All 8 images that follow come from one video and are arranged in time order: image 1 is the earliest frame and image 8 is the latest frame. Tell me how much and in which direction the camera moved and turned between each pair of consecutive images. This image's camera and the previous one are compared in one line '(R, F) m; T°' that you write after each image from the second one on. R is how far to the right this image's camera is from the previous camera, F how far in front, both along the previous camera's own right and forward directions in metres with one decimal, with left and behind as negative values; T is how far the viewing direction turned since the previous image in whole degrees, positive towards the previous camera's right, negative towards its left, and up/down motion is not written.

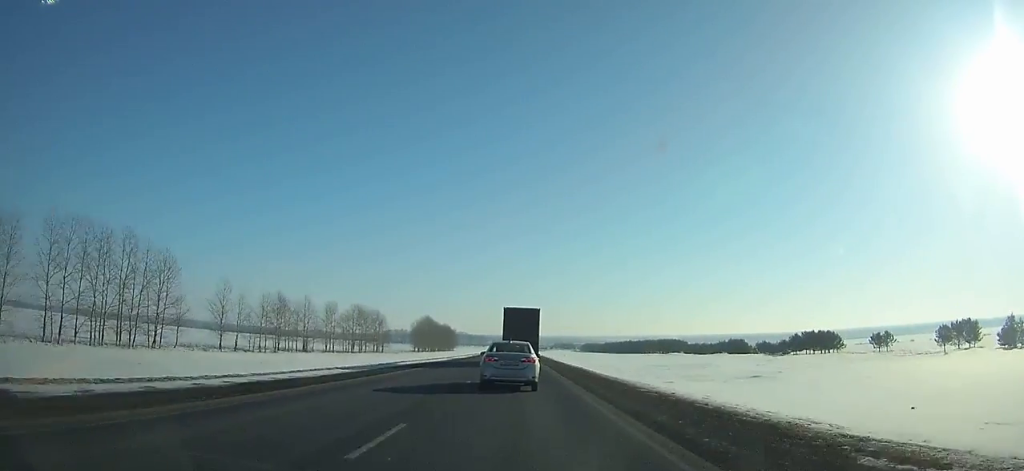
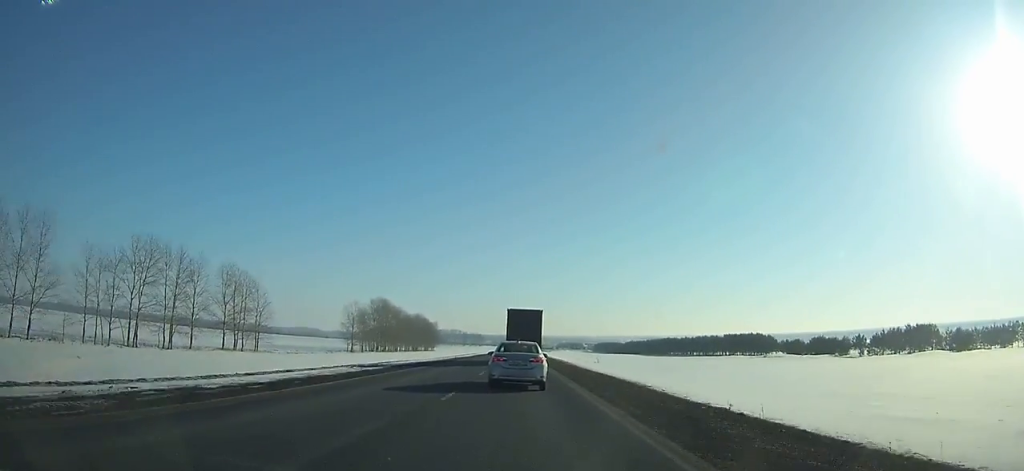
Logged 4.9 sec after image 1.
(+0.2, +103.6) m; 0°
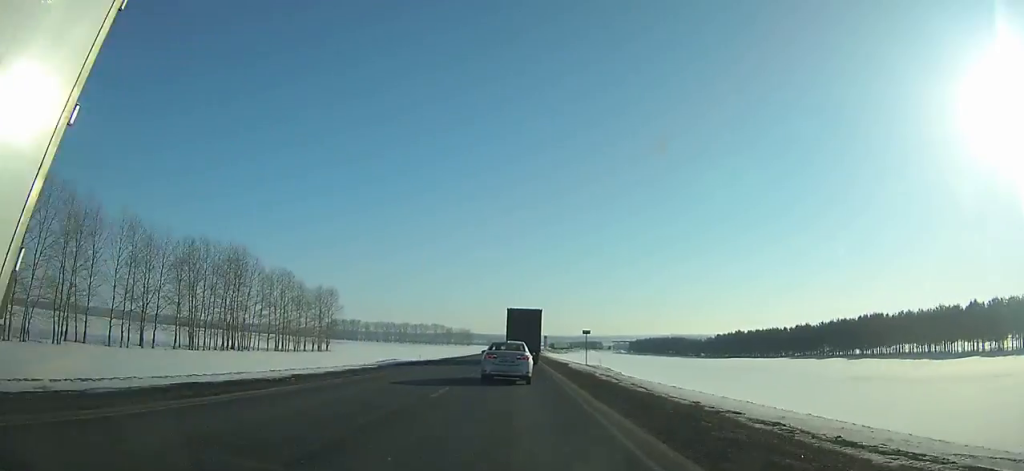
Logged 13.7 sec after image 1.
(+0.8, +182.9) m; 0°
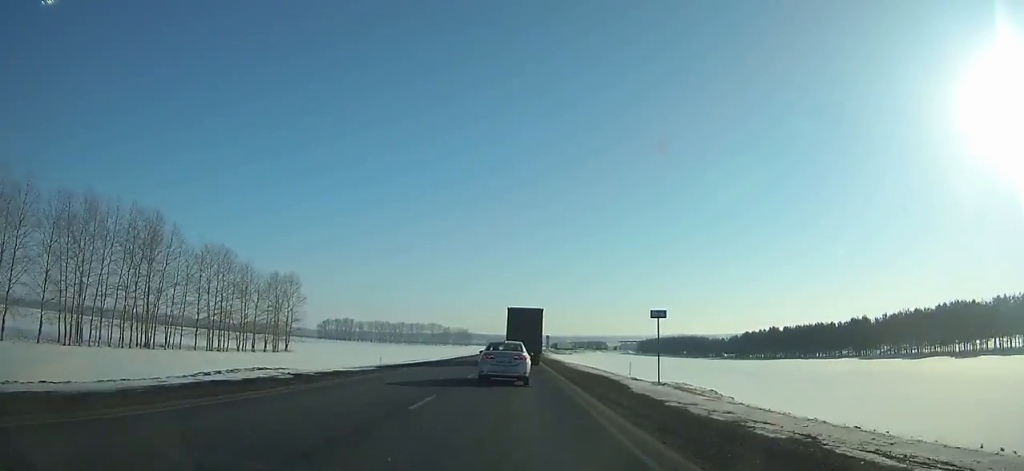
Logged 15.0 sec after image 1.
(-0.1, +25.7) m; 0°
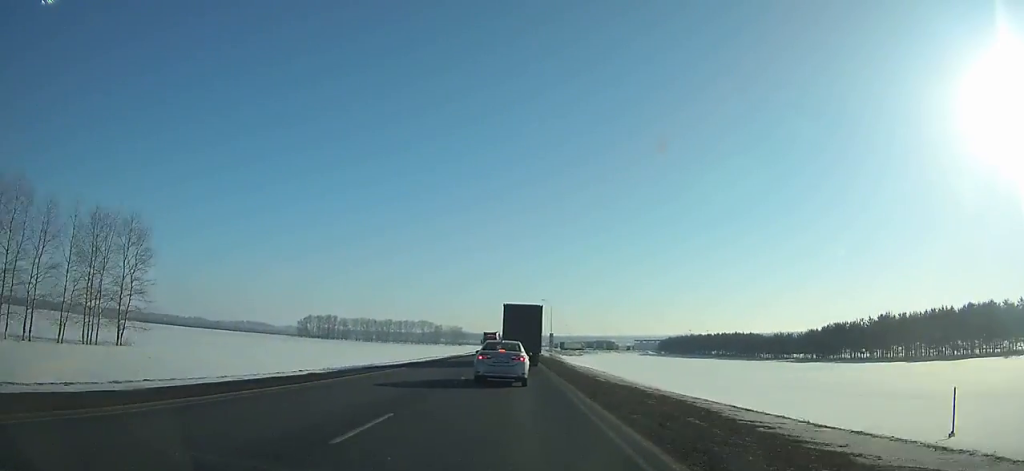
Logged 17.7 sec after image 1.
(-0.1, +52.2) m; 0°
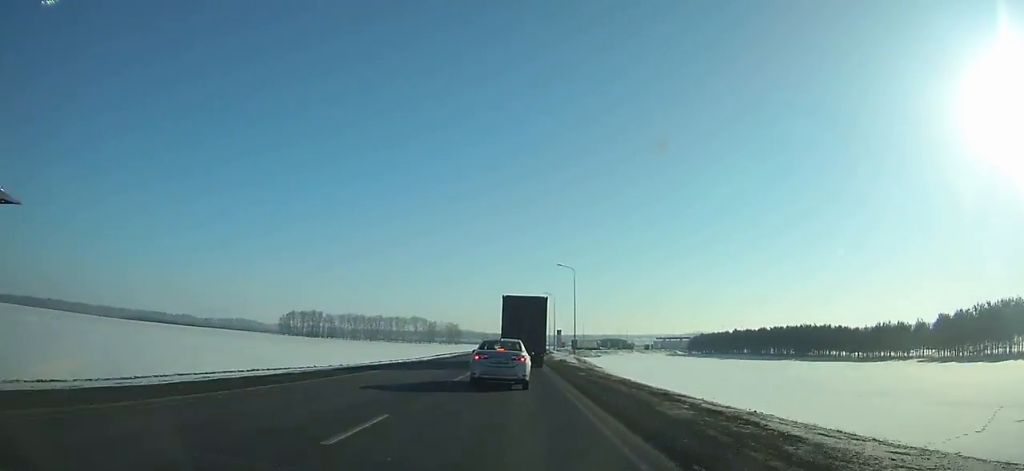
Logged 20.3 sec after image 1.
(-0.1, +48.2) m; 0°
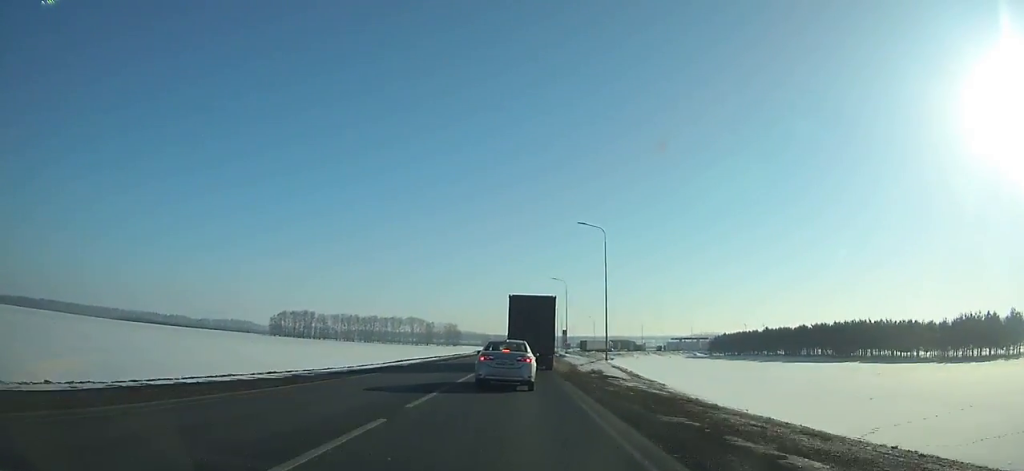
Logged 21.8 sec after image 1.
(-0.1, +27.0) m; 0°
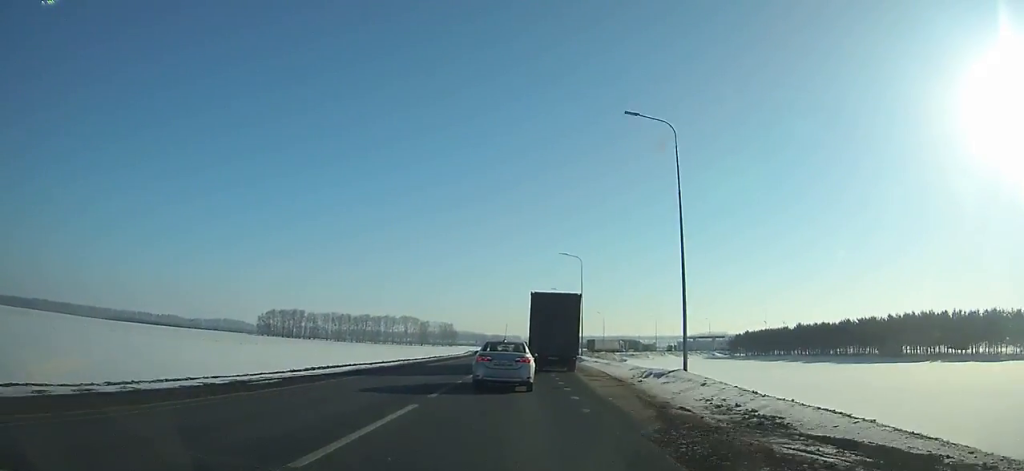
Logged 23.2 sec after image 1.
(0.0, +25.3) m; 0°
